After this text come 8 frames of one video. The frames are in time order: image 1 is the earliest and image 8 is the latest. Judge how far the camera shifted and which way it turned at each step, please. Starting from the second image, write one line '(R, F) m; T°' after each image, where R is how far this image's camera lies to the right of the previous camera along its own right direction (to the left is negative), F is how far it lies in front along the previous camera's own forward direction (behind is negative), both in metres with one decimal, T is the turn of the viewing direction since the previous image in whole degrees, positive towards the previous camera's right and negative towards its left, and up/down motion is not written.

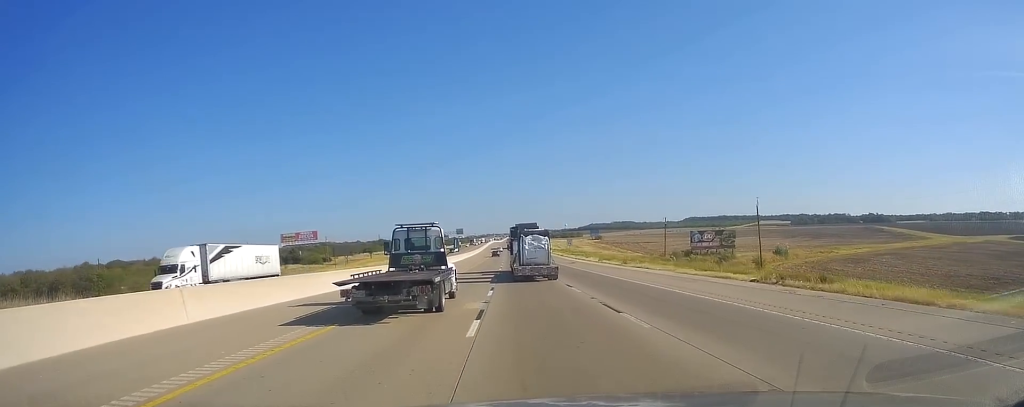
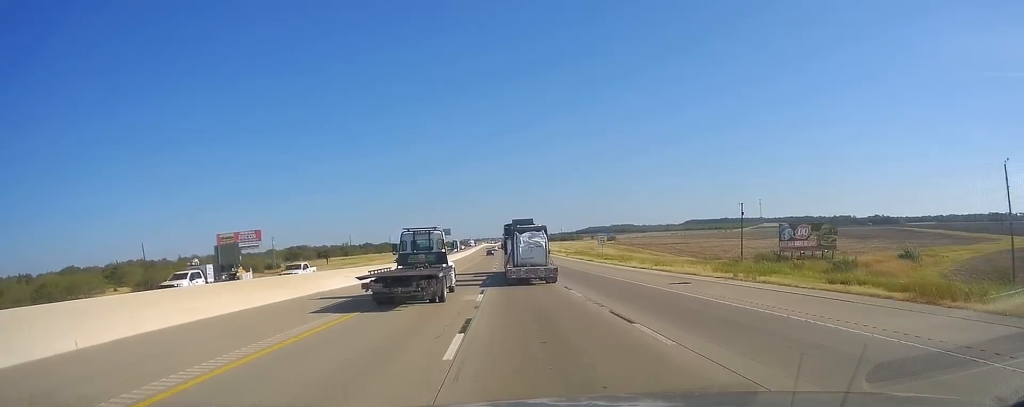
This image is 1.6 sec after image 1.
(+0.4, +51.1) m; 0°
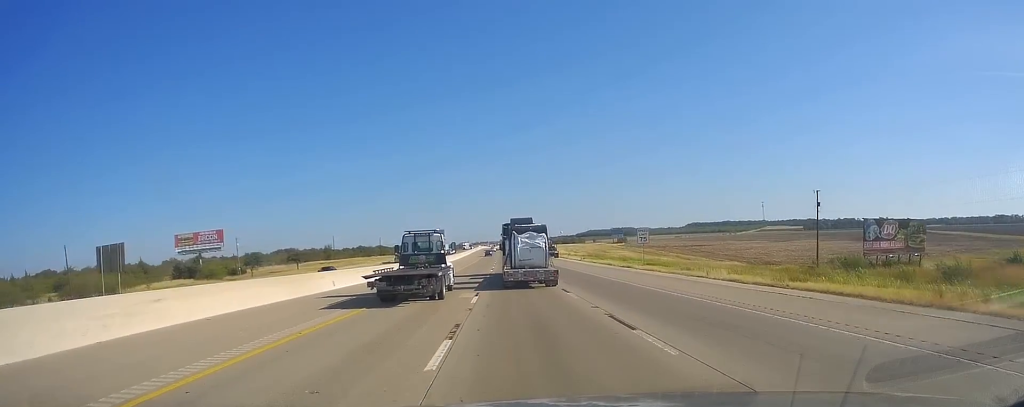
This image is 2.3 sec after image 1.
(-0.1, +25.3) m; 0°
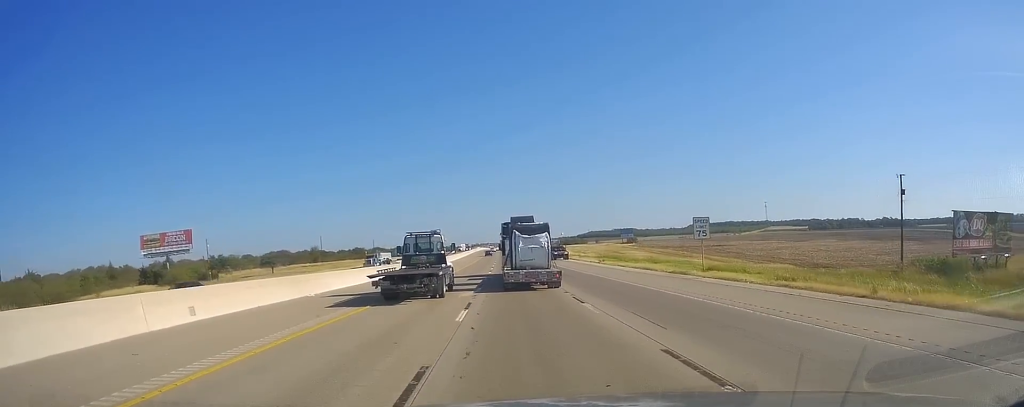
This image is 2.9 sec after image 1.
(+0.4, +17.6) m; 0°
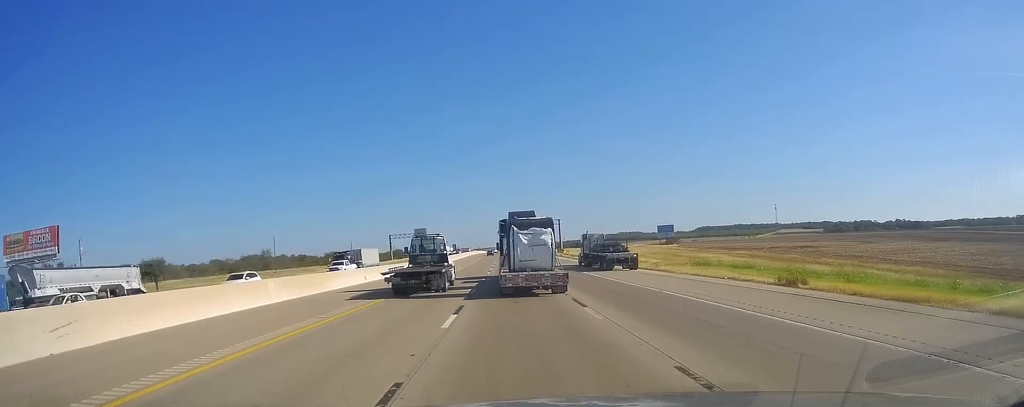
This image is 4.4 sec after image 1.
(-0.2, +50.3) m; +1°
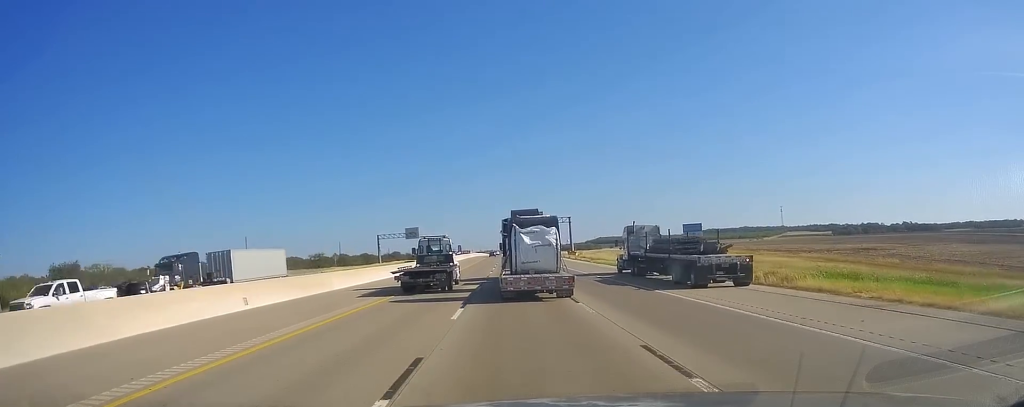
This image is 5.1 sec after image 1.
(+0.2, +22.4) m; +1°
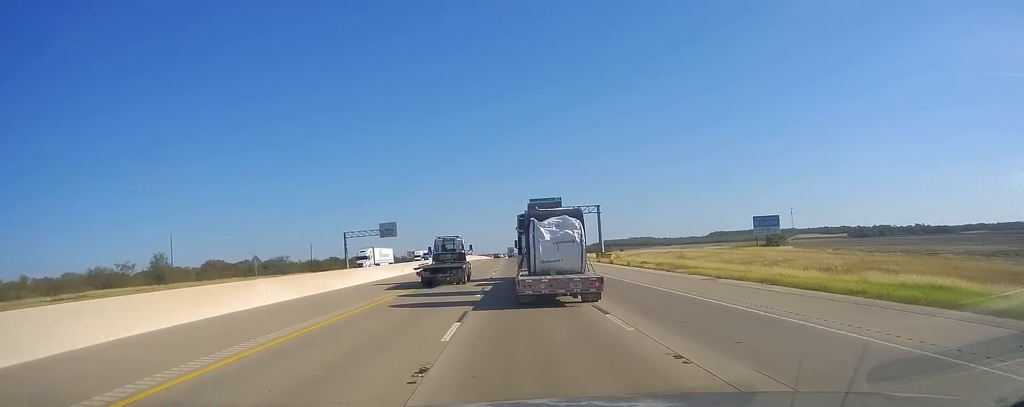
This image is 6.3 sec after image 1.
(-0.3, +41.2) m; -2°
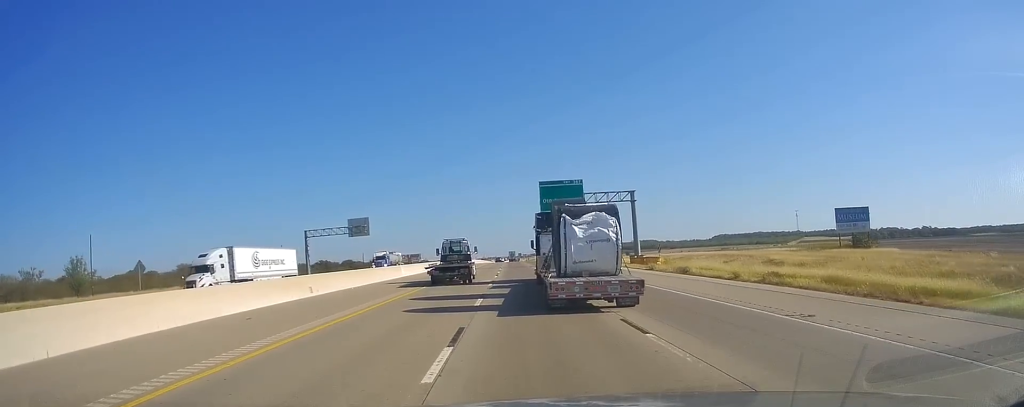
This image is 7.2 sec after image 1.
(-0.5, +28.7) m; 0°
